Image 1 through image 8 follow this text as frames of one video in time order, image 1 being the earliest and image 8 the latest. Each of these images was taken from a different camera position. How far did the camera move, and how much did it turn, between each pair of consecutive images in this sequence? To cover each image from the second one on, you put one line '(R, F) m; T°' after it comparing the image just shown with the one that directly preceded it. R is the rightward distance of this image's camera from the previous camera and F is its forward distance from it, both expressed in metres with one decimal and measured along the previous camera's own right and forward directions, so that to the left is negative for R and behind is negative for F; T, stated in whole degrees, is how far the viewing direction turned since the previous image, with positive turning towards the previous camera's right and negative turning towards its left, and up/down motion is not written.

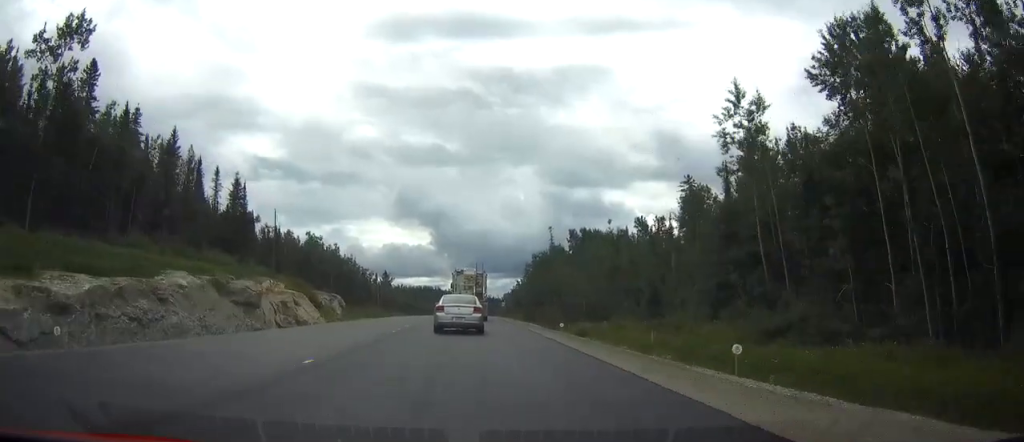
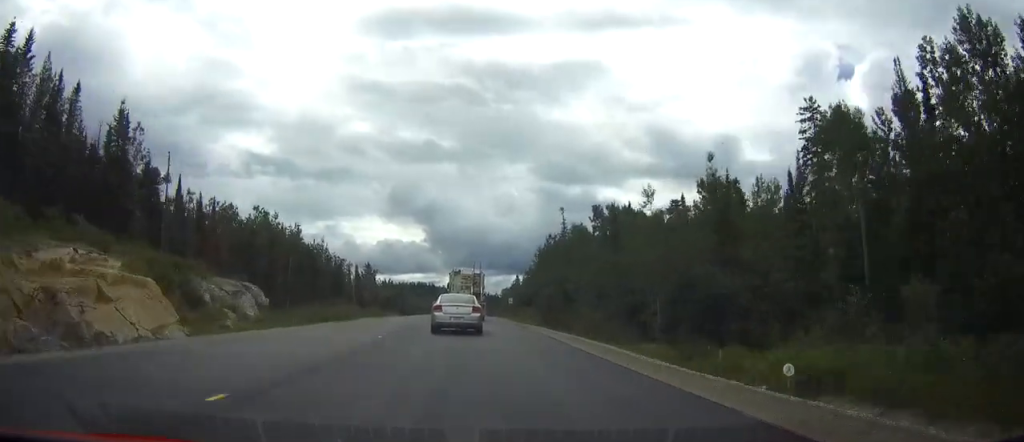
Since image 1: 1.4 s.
(+0.1, +32.7) m; 0°
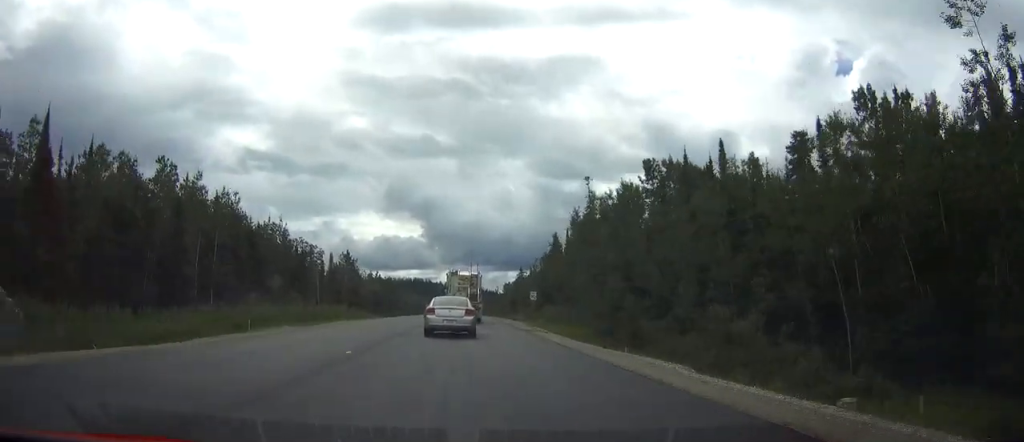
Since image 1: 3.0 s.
(0.0, +35.5) m; 0°
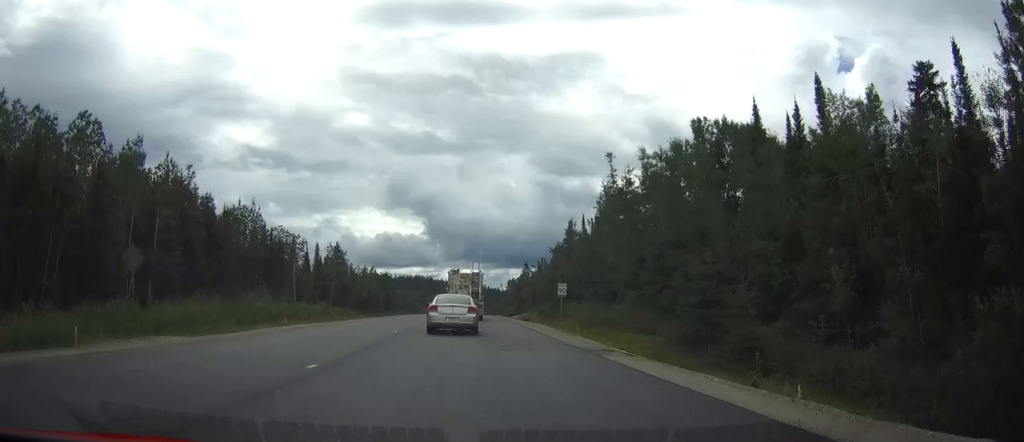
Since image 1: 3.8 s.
(0.0, +18.1) m; 0°
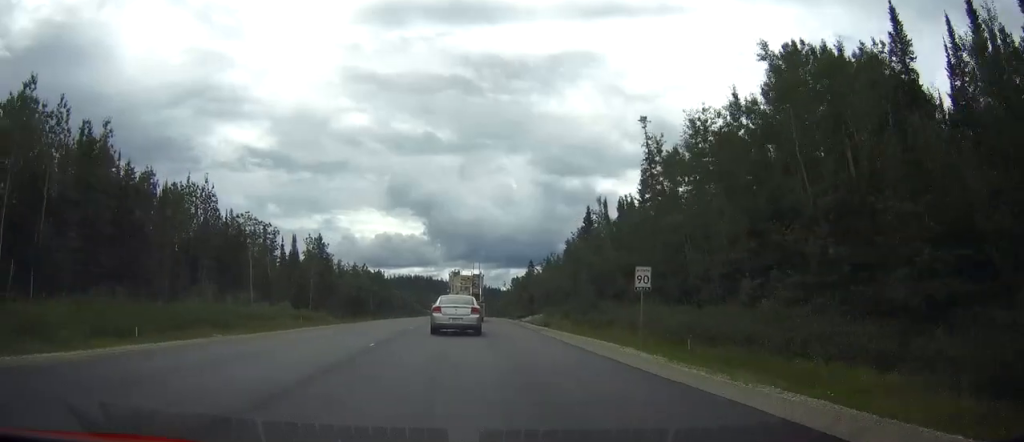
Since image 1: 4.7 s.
(0.0, +21.2) m; 0°
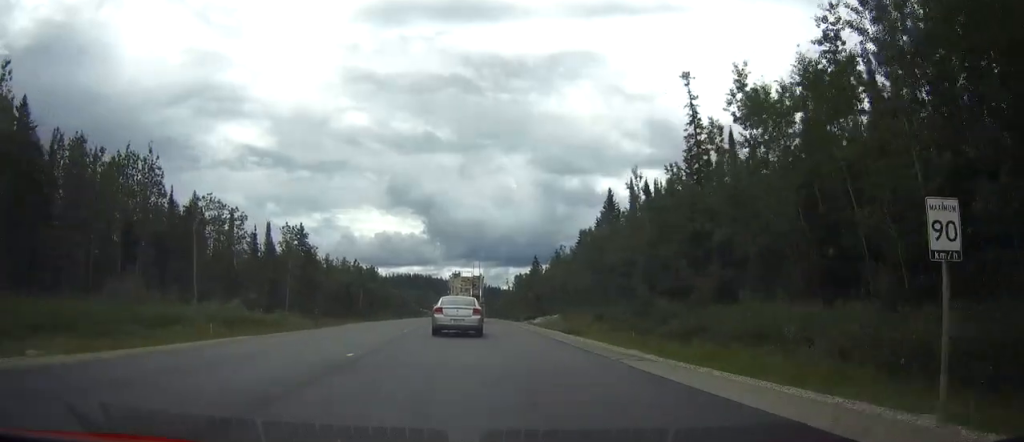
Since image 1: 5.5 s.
(-0.1, +17.5) m; 0°
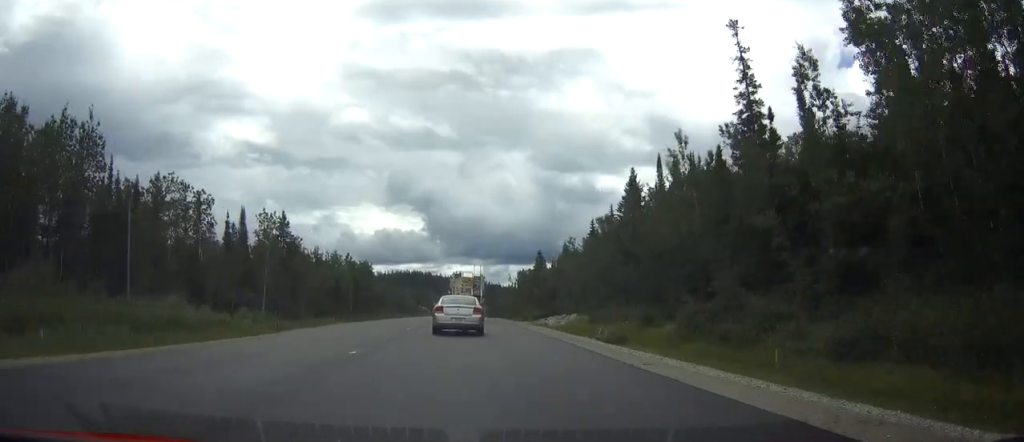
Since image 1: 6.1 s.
(0.0, +13.8) m; 0°
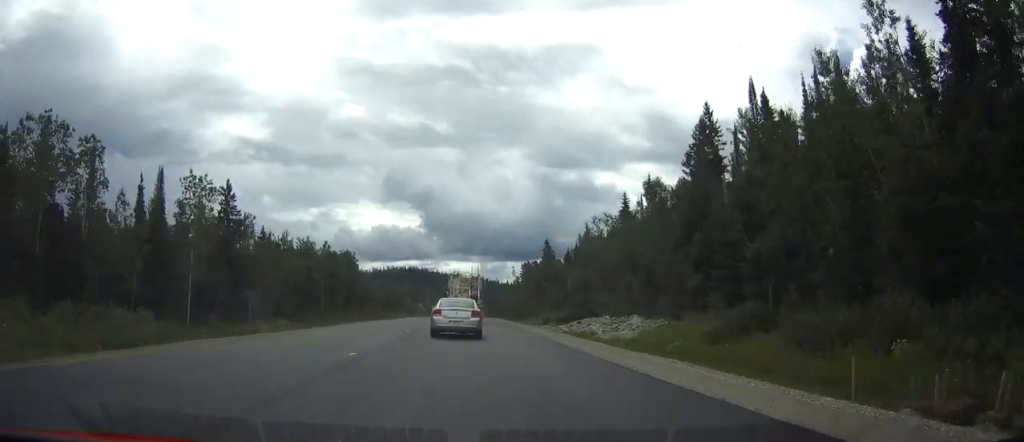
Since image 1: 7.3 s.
(+0.1, +28.5) m; 0°
